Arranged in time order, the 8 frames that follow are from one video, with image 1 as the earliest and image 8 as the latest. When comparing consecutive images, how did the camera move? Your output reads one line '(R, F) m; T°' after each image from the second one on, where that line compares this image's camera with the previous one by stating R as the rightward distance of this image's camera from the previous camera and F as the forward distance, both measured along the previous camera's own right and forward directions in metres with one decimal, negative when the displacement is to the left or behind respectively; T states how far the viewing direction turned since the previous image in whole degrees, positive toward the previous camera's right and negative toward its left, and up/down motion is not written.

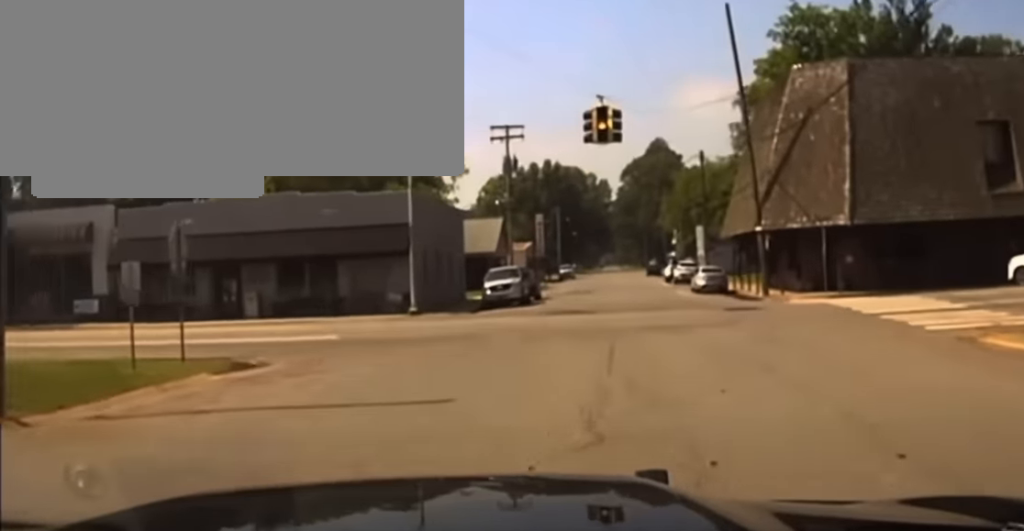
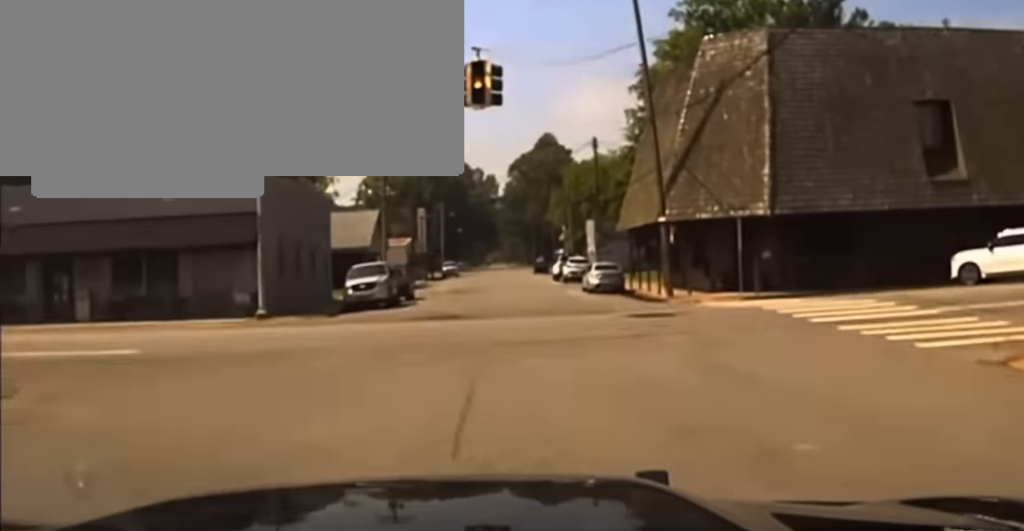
(+1.5, +2.4) m; +26°
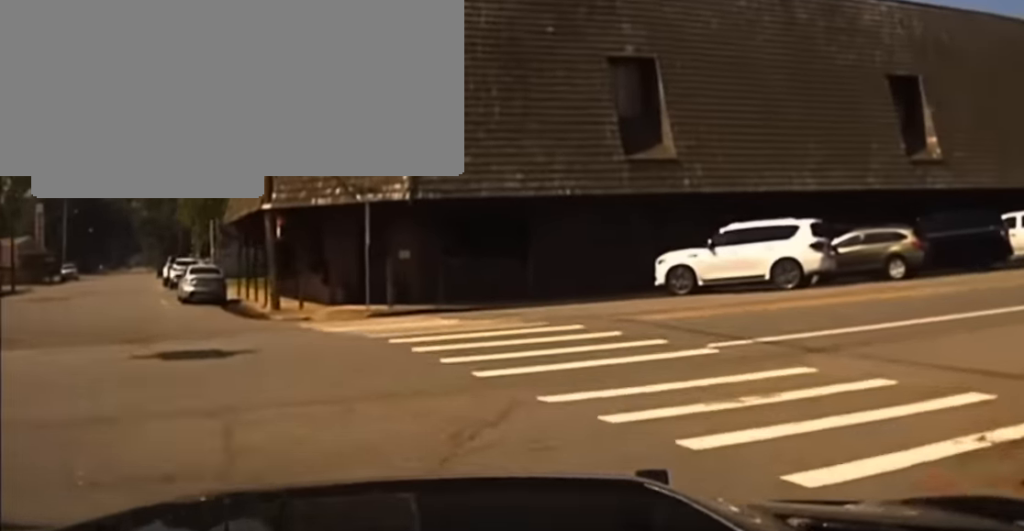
(+2.5, +5.5) m; +38°
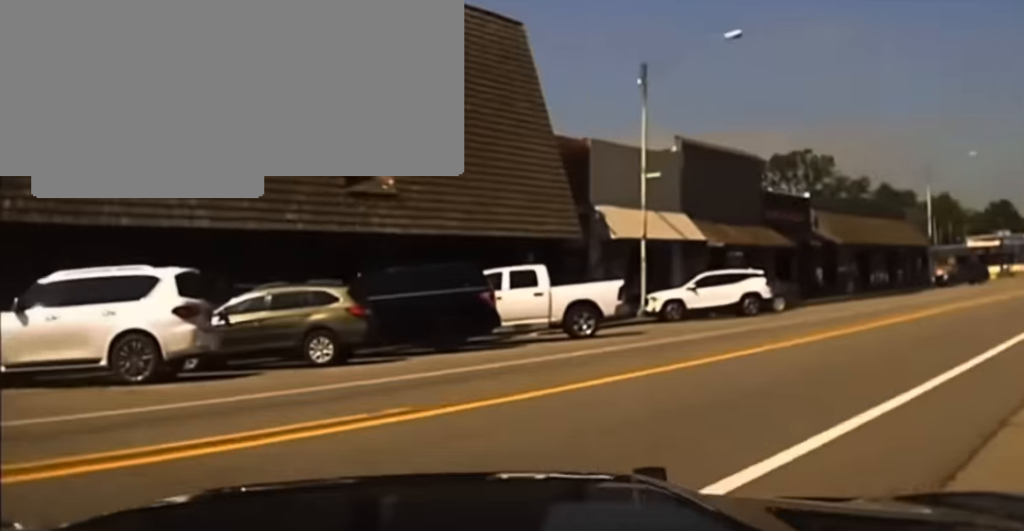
(+2.2, +8.9) m; +31°
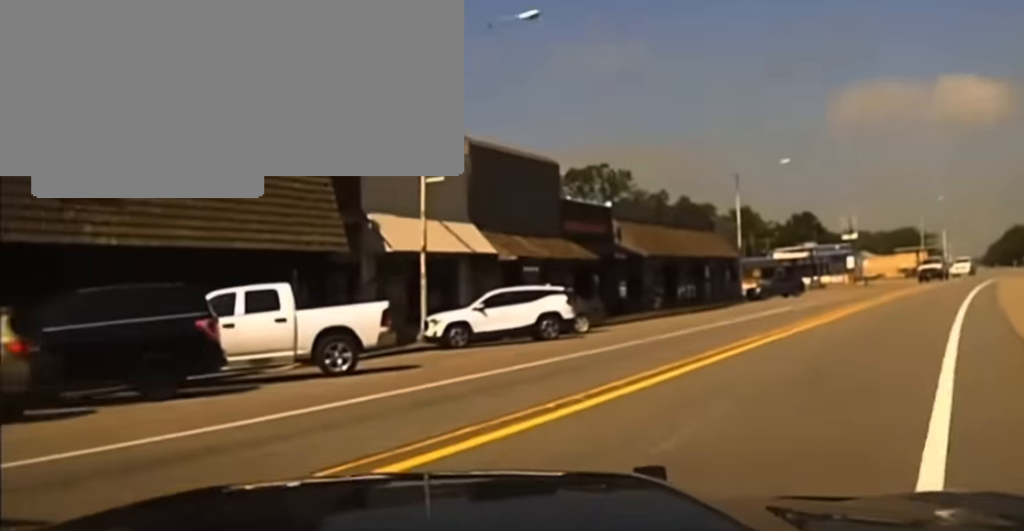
(-0.4, +4.4) m; +14°
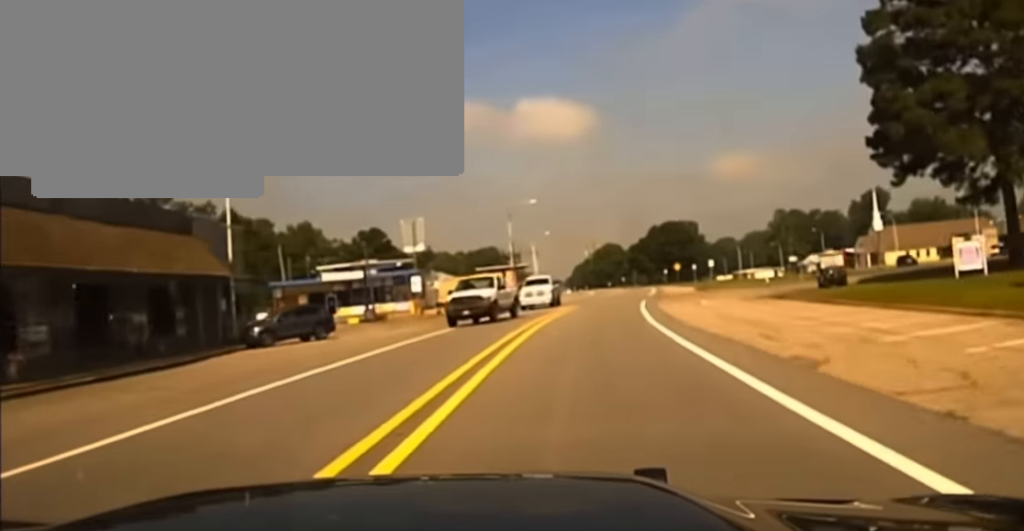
(+8.9, +24.9) m; +21°
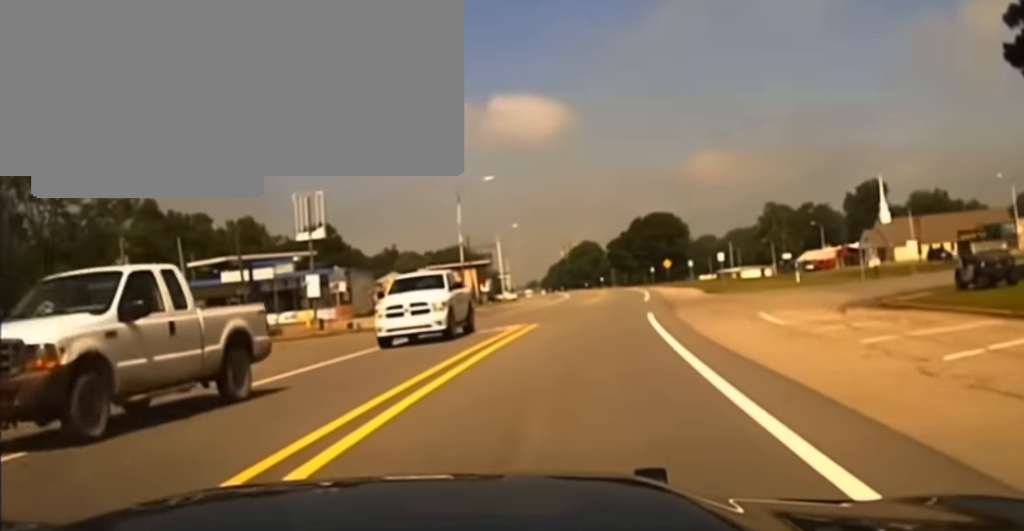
(0.0, +21.4) m; 0°
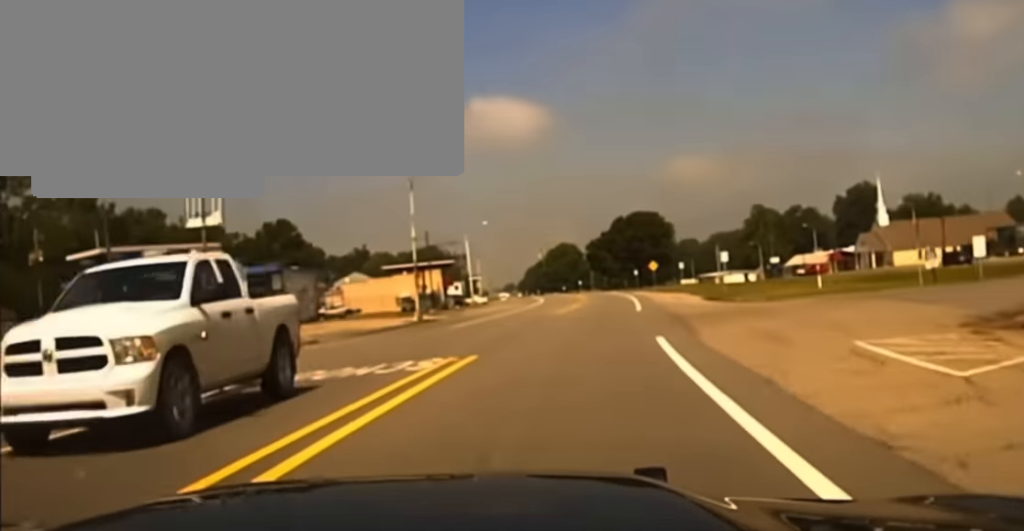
(0.0, +11.8) m; 0°
